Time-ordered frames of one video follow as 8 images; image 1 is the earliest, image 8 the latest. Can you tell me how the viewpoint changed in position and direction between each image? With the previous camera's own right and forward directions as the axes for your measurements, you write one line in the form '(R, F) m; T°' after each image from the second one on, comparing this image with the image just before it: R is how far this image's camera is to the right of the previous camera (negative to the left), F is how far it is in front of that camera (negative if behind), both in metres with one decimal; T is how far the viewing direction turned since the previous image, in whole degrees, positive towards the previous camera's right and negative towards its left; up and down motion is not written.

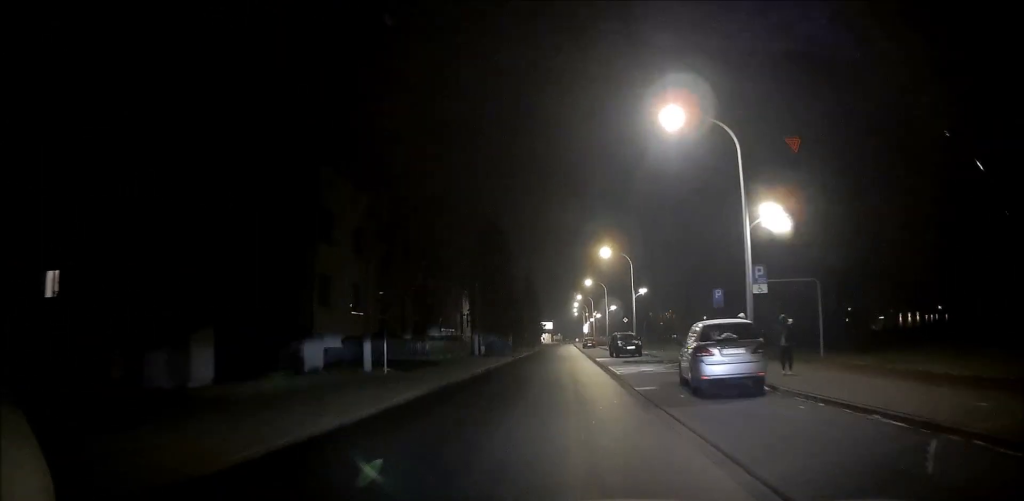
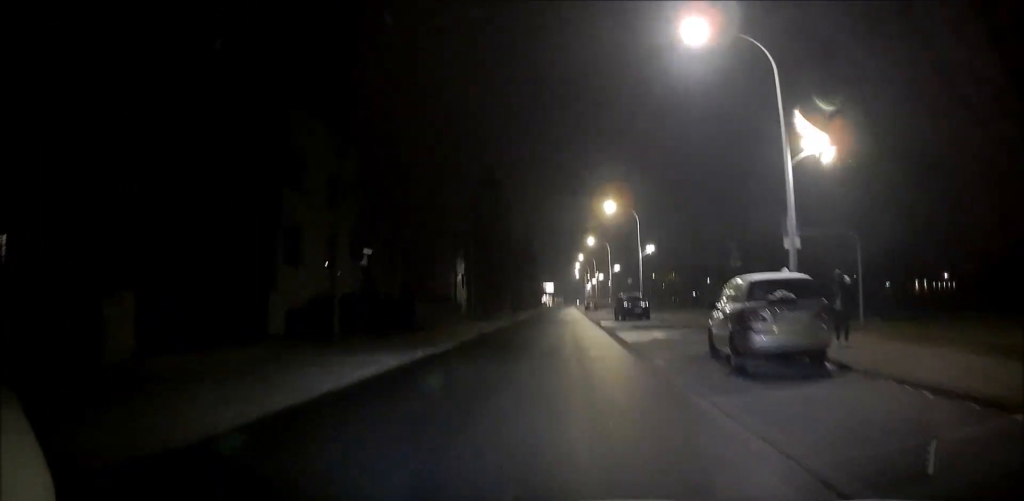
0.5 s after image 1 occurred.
(-0.3, +4.0) m; 0°
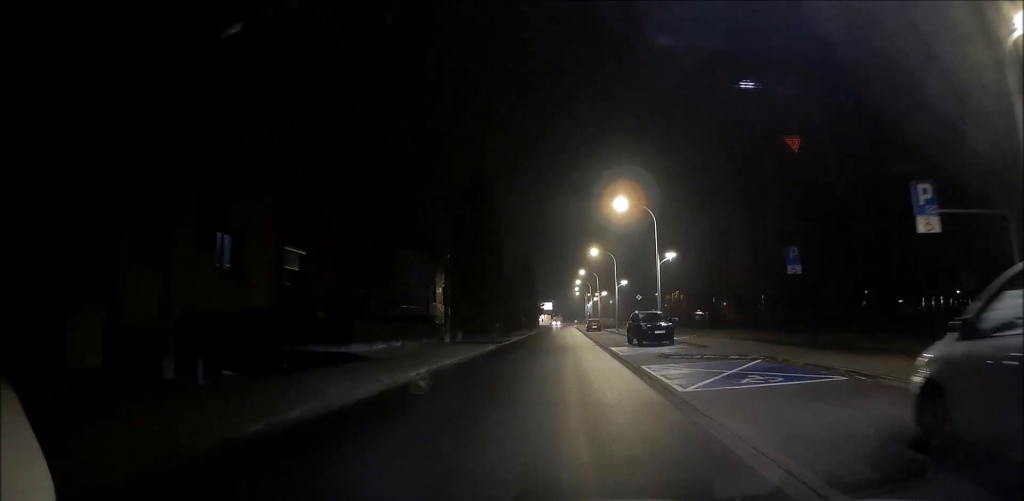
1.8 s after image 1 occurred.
(+0.3, +10.2) m; +2°
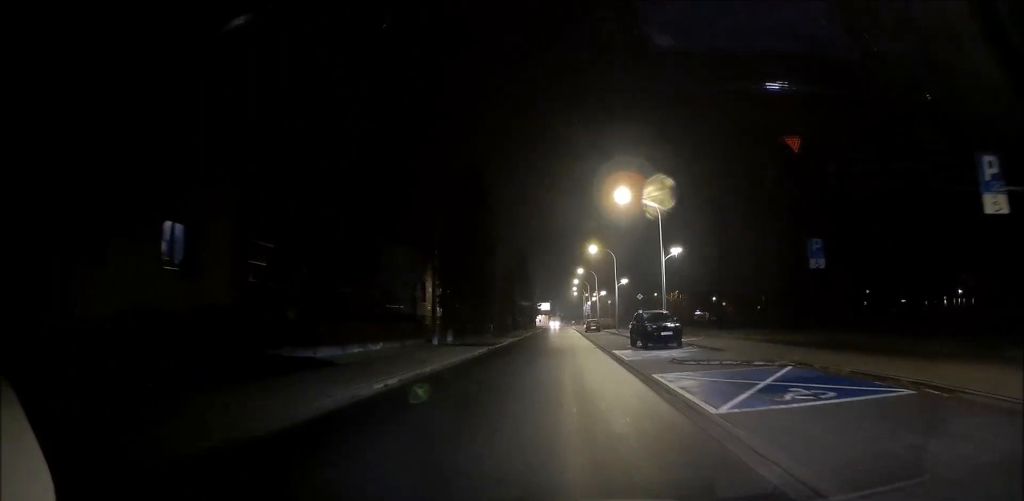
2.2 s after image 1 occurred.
(-0.1, +2.9) m; 0°
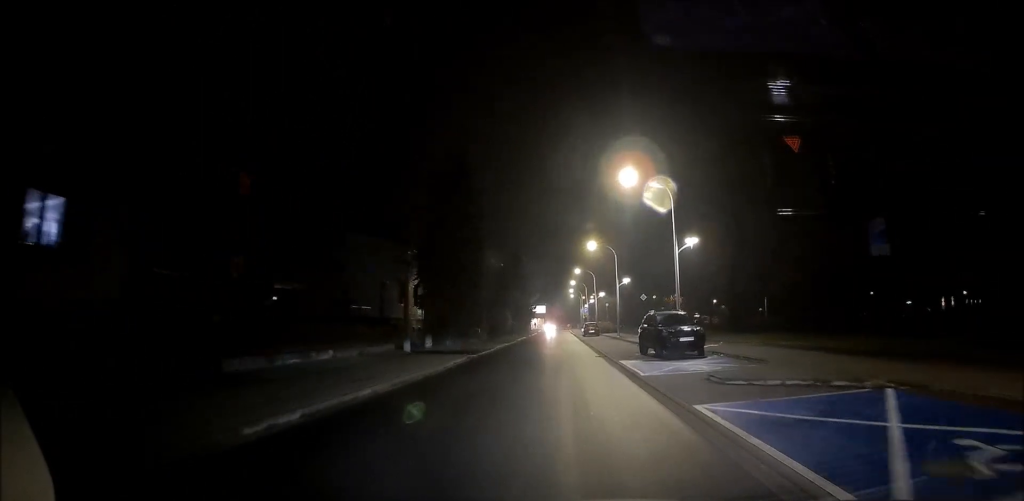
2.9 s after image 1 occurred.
(-0.1, +5.2) m; -1°
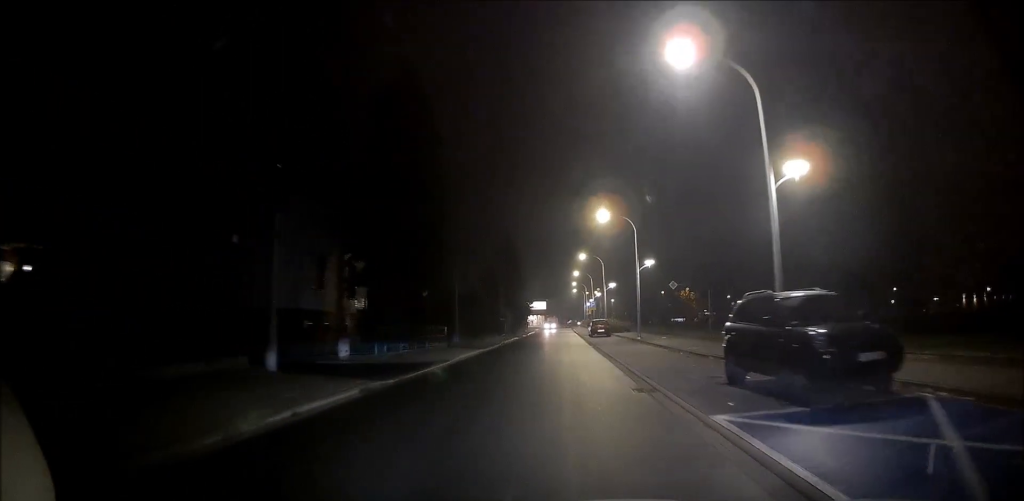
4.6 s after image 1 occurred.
(-0.2, +12.3) m; +1°
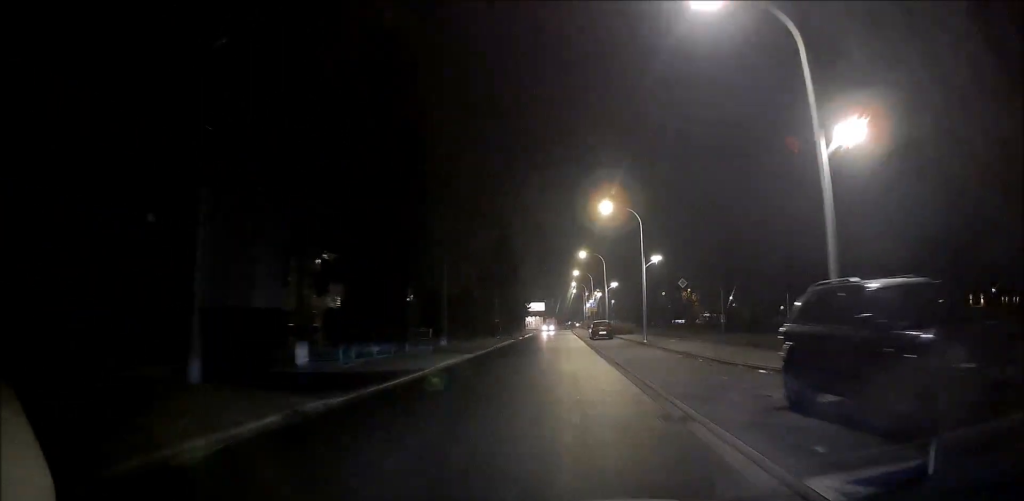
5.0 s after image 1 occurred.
(+0.1, +3.1) m; +1°
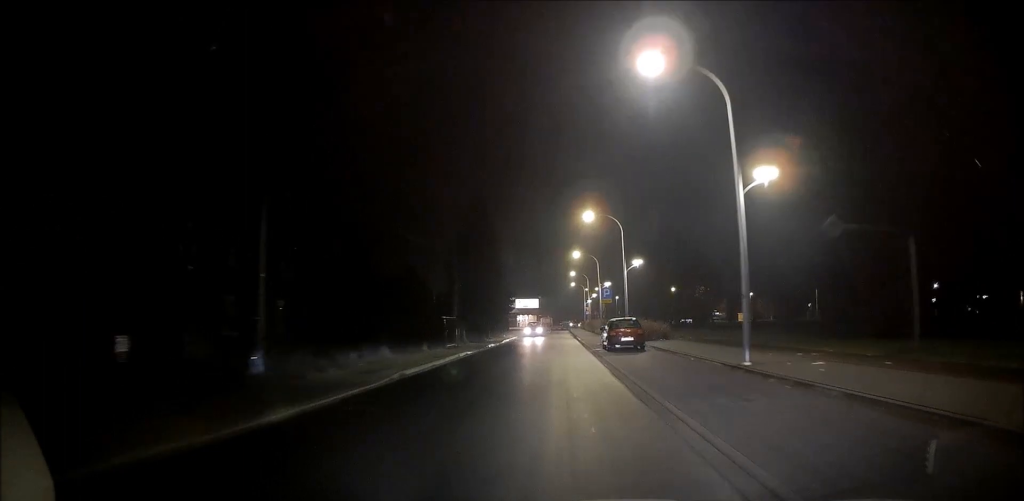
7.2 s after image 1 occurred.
(-0.1, +18.8) m; -3°
